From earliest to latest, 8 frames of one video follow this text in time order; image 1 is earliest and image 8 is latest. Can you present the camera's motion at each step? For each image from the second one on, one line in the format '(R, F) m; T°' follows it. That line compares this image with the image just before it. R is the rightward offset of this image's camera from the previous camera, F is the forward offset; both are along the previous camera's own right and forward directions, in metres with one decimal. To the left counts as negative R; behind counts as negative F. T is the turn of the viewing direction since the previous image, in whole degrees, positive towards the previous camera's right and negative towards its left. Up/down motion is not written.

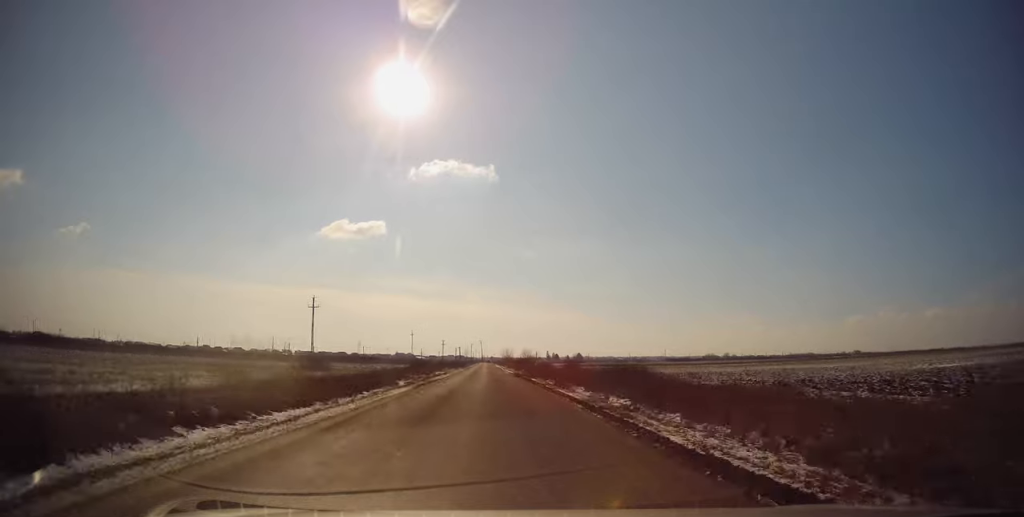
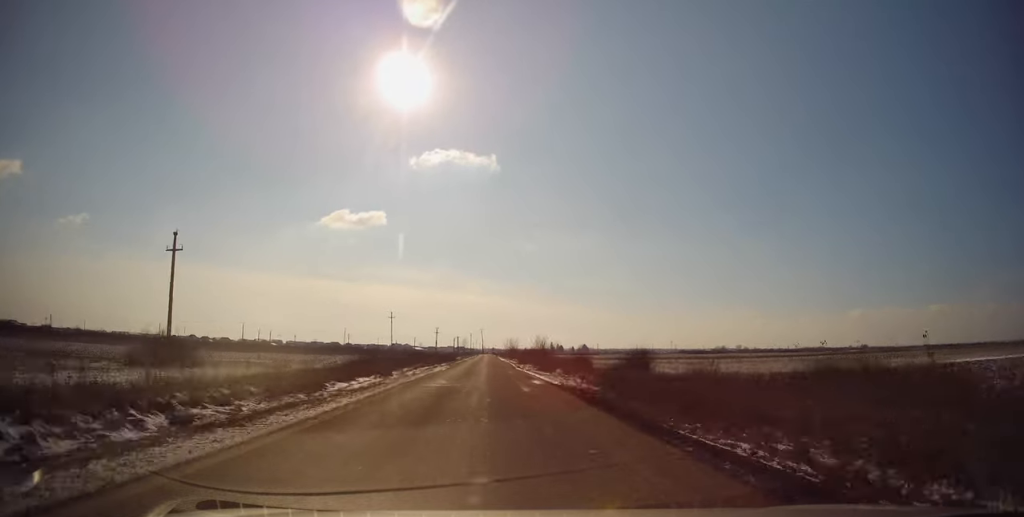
(+0.2, +35.9) m; 0°
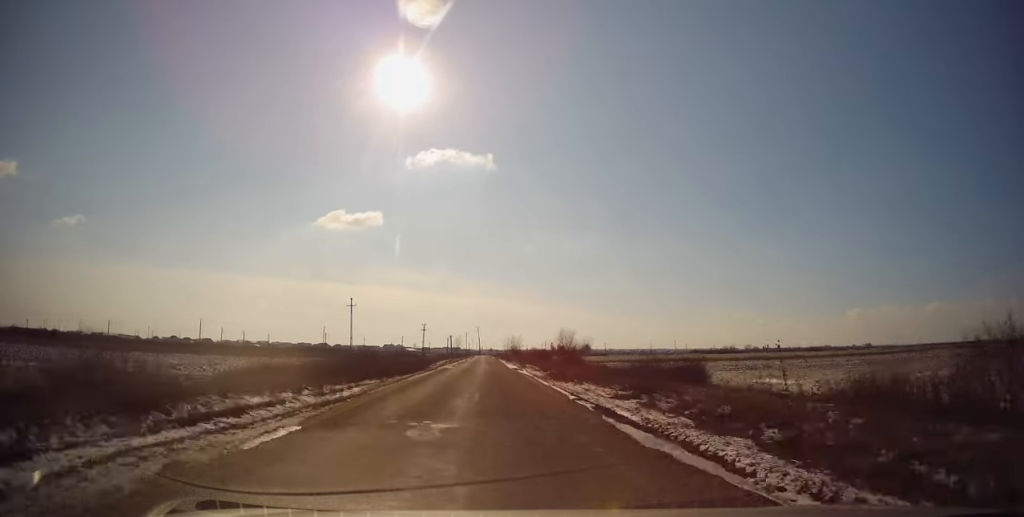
(-0.1, +35.5) m; 0°
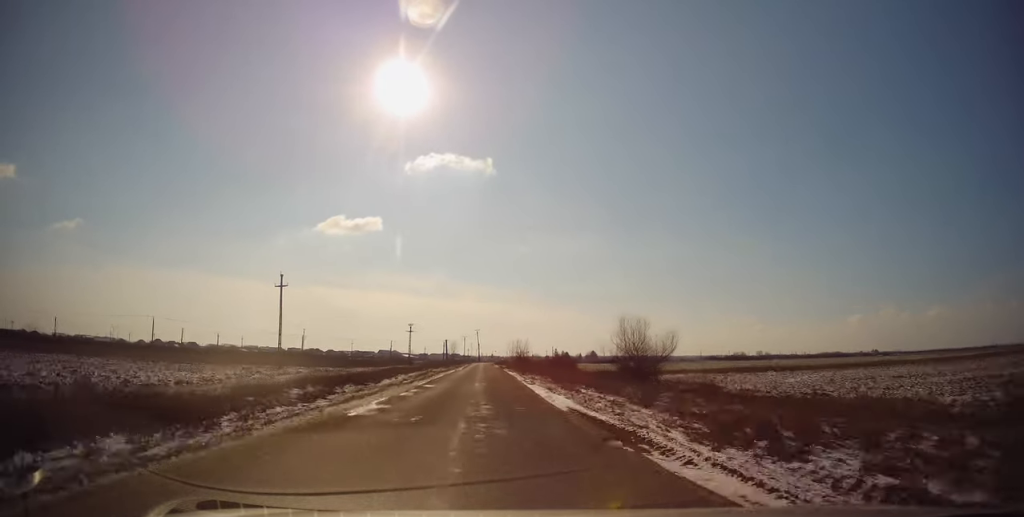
(+0.2, +31.9) m; +1°
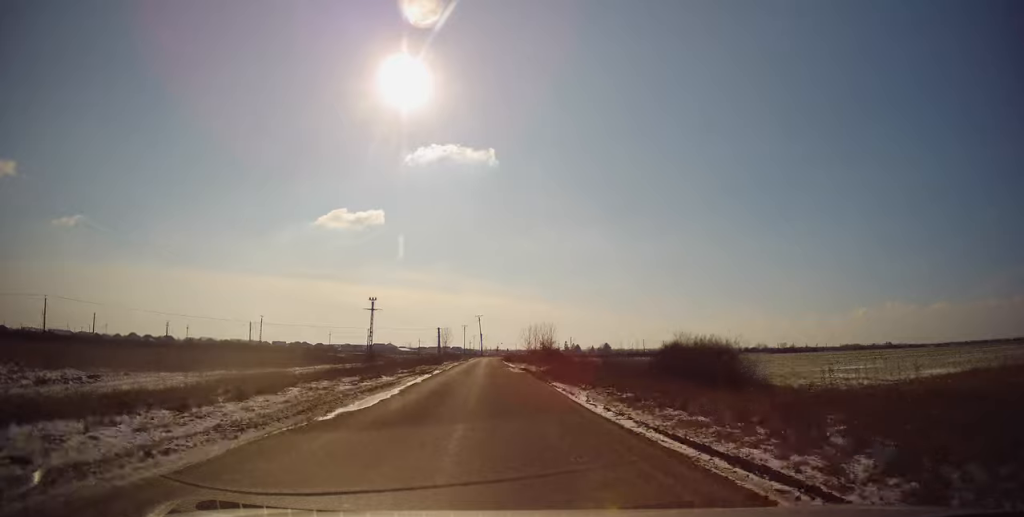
(-0.3, +51.3) m; -1°
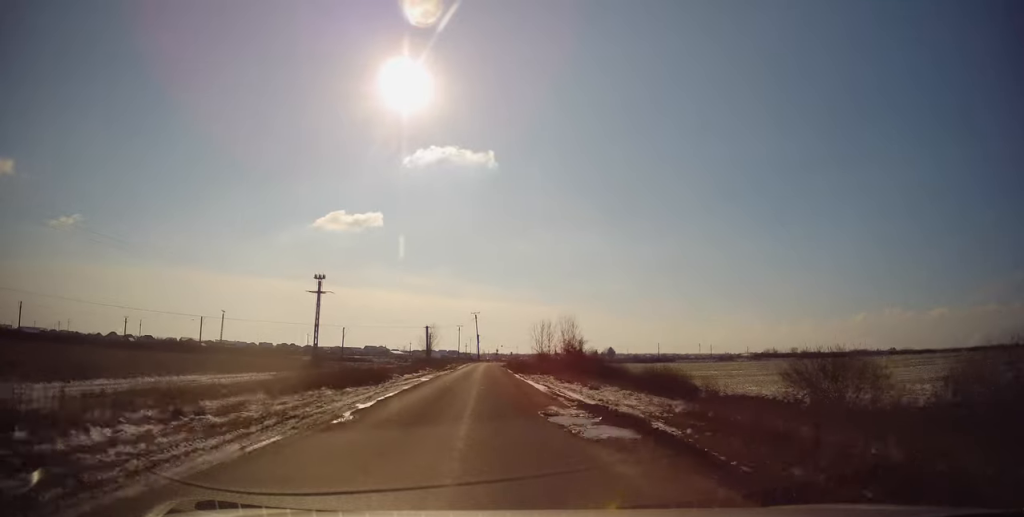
(+0.1, +28.7) m; 0°
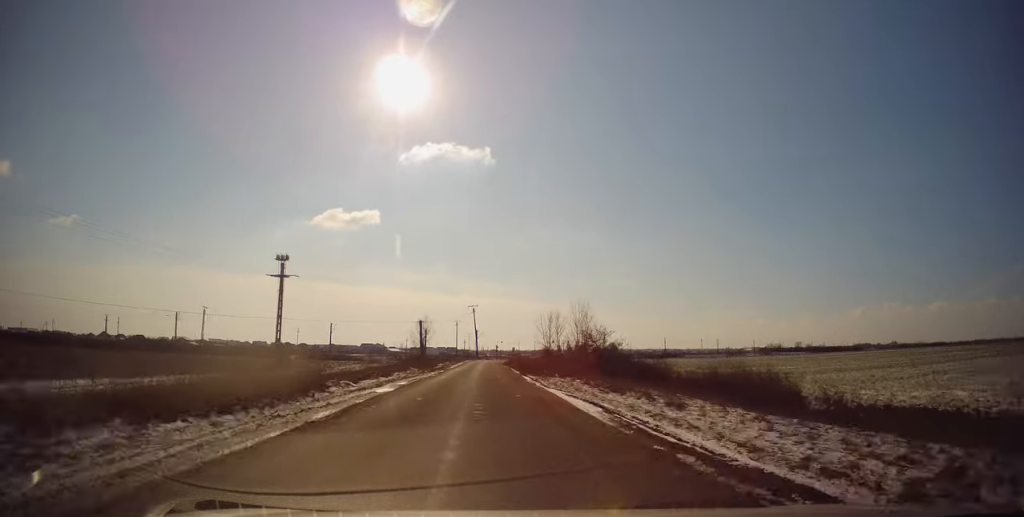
(+0.1, +11.7) m; 0°
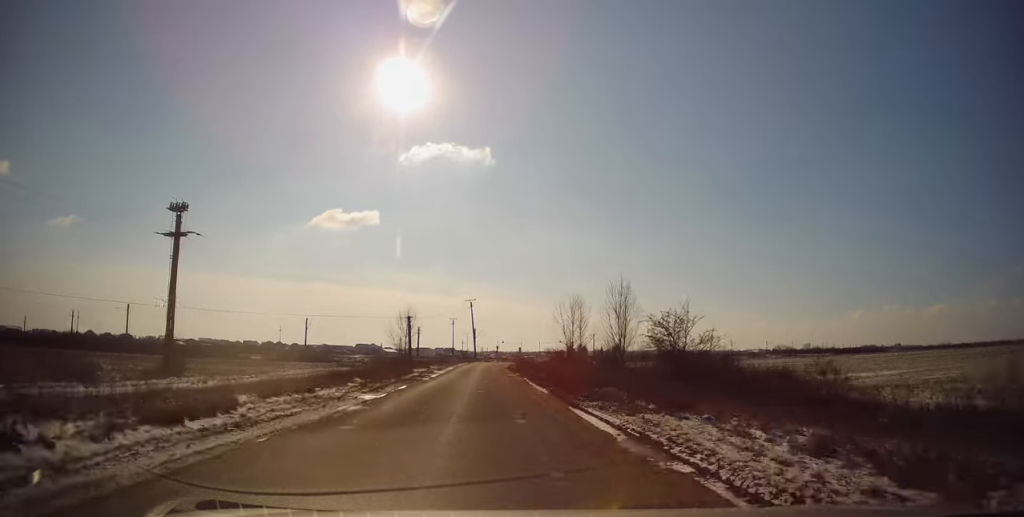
(-0.2, +18.9) m; 0°
